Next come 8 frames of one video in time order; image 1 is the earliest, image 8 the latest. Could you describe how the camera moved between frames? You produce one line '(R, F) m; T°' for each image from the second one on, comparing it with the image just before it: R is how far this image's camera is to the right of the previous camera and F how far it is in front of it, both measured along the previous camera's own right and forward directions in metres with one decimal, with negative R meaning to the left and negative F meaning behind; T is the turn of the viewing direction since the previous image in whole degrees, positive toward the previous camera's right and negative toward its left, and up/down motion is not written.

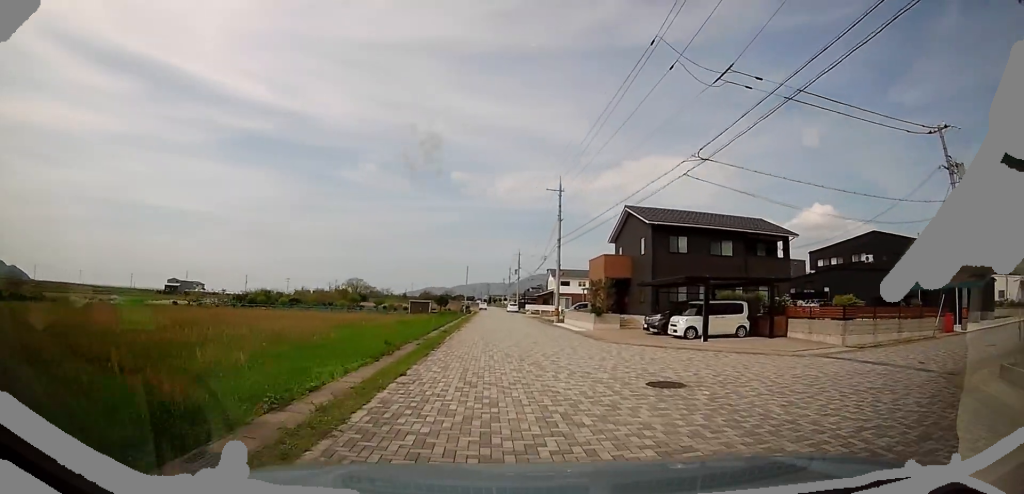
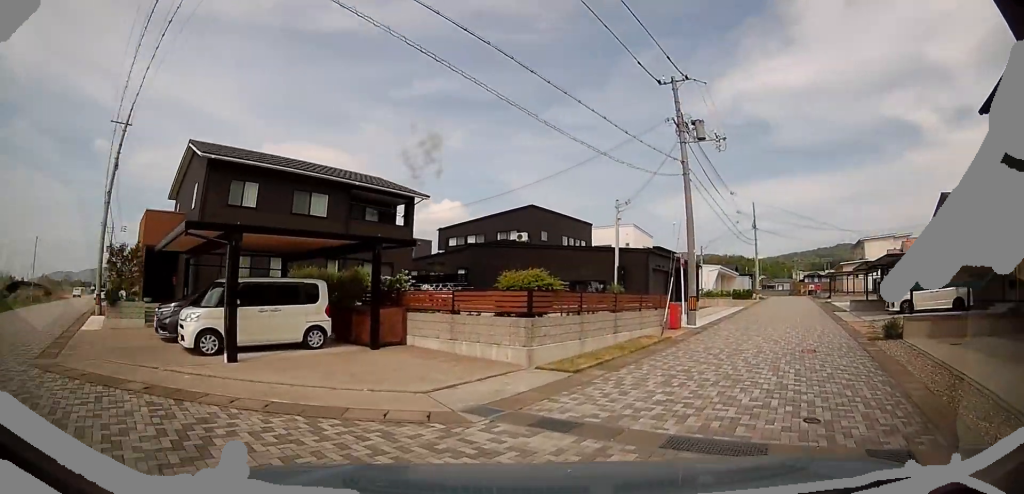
(+4.4, +7.9) m; +61°
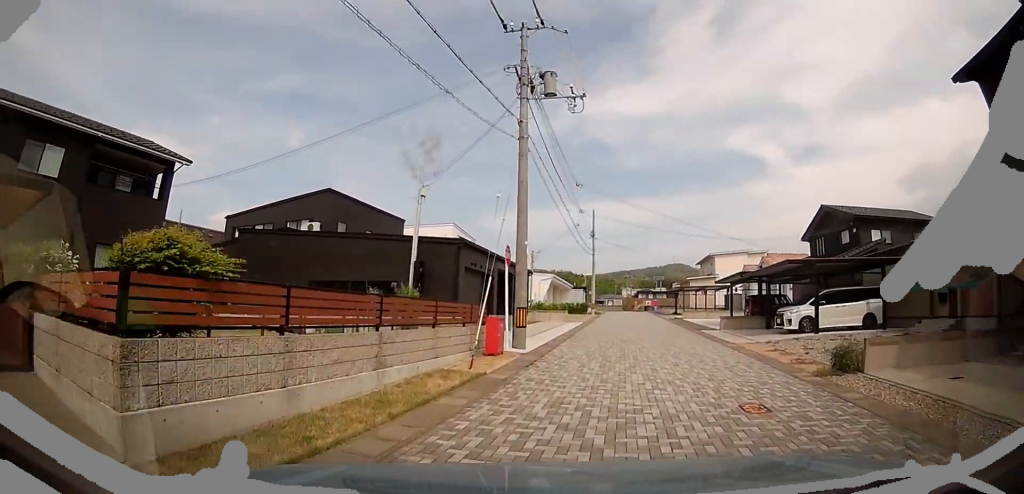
(+0.6, +5.4) m; +8°
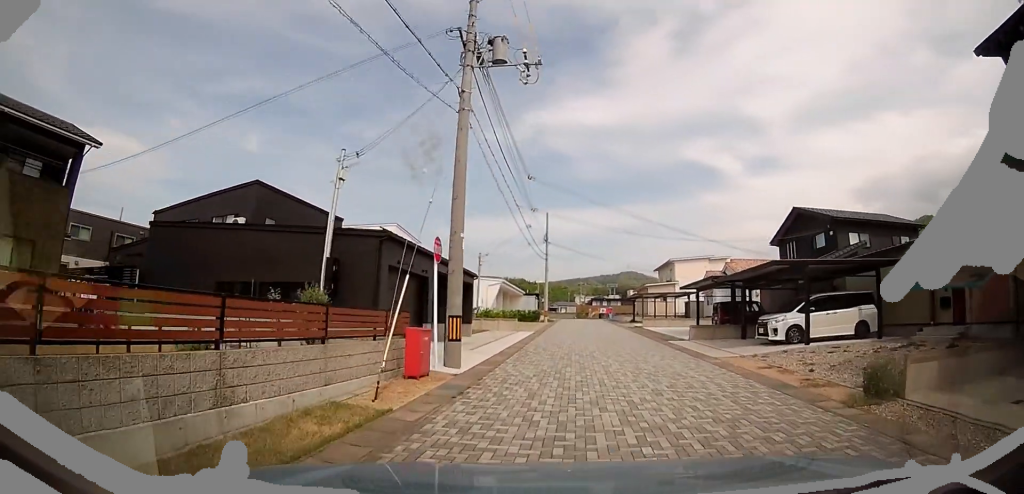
(0.0, +2.4) m; +4°
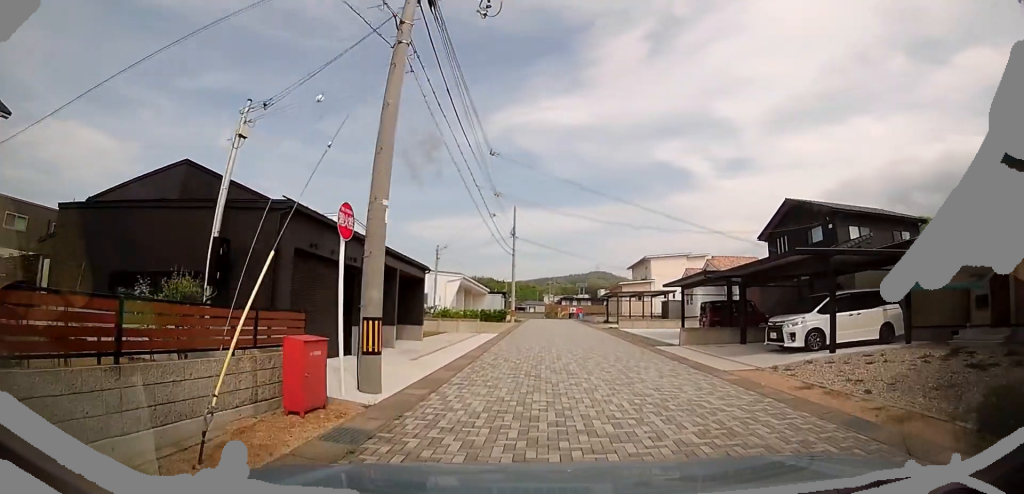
(-0.2, +2.8) m; +4°
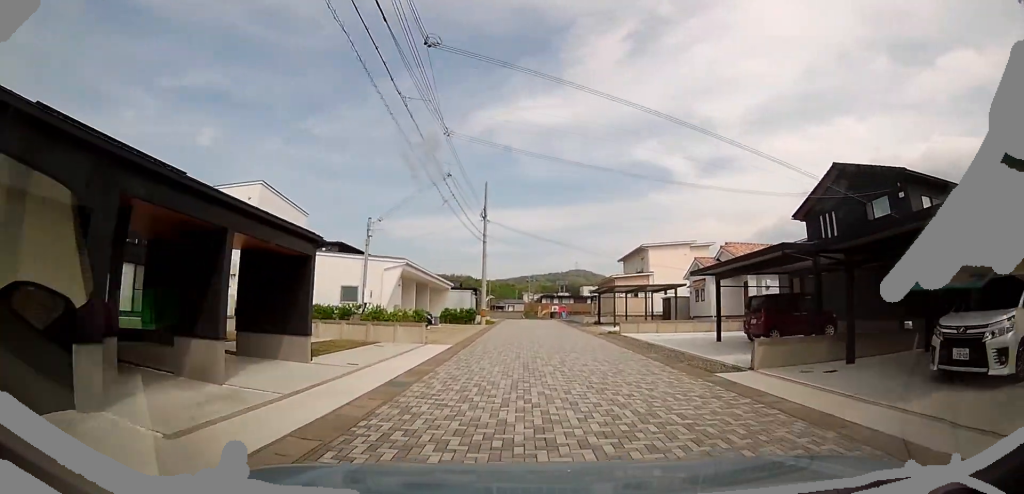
(+1.0, +7.1) m; +8°
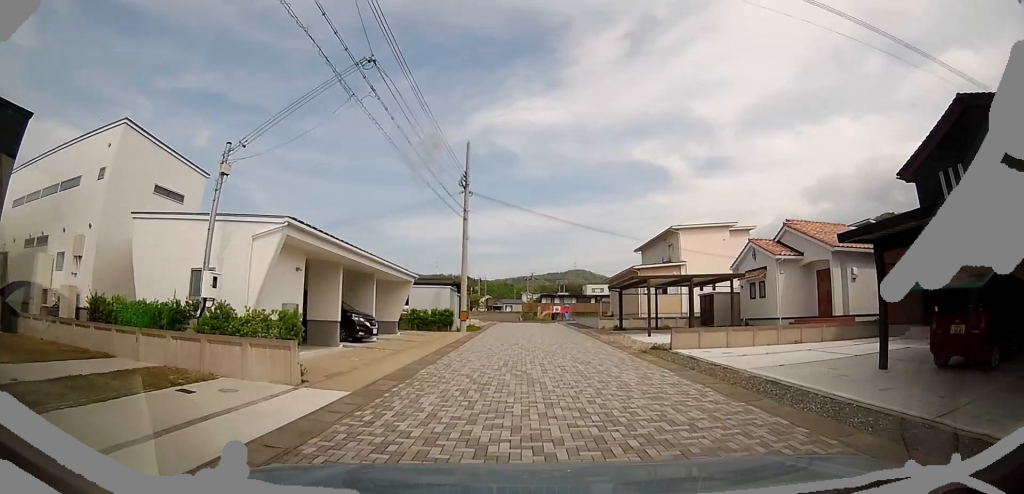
(0.0, +8.8) m; -7°
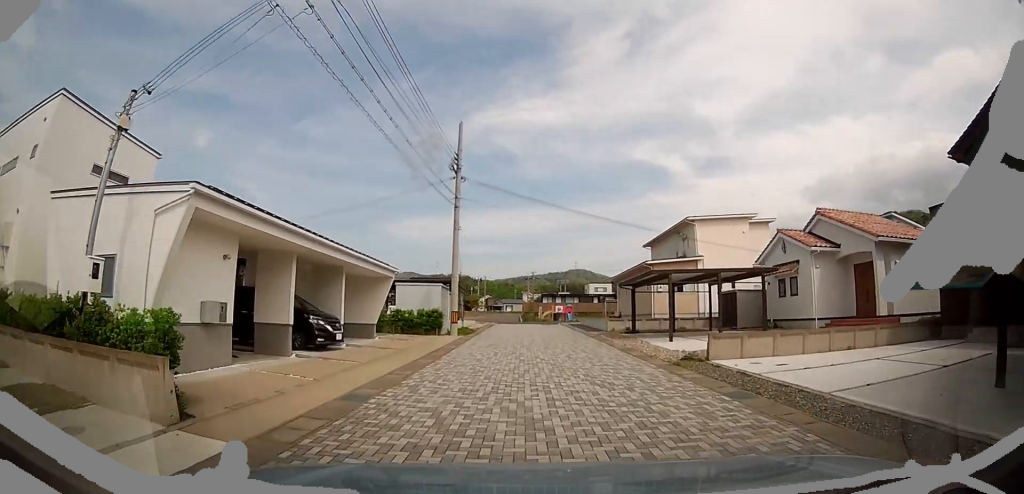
(+0.4, +3.0) m; -6°
